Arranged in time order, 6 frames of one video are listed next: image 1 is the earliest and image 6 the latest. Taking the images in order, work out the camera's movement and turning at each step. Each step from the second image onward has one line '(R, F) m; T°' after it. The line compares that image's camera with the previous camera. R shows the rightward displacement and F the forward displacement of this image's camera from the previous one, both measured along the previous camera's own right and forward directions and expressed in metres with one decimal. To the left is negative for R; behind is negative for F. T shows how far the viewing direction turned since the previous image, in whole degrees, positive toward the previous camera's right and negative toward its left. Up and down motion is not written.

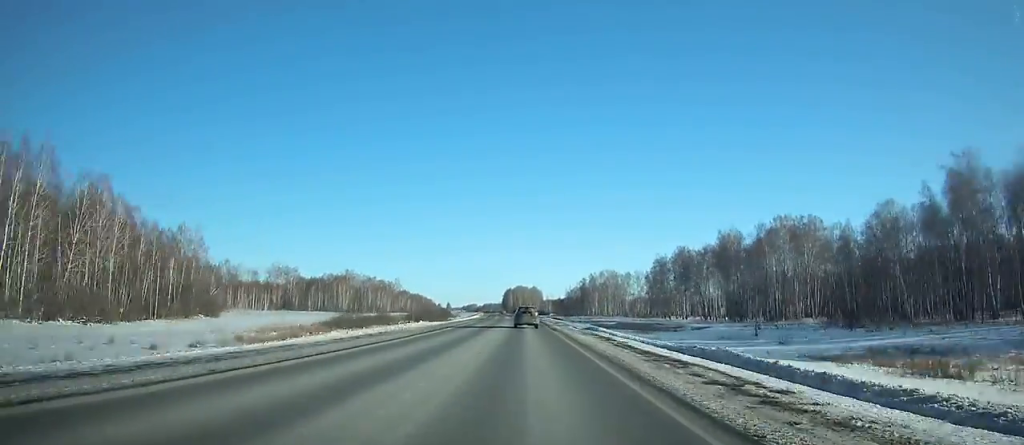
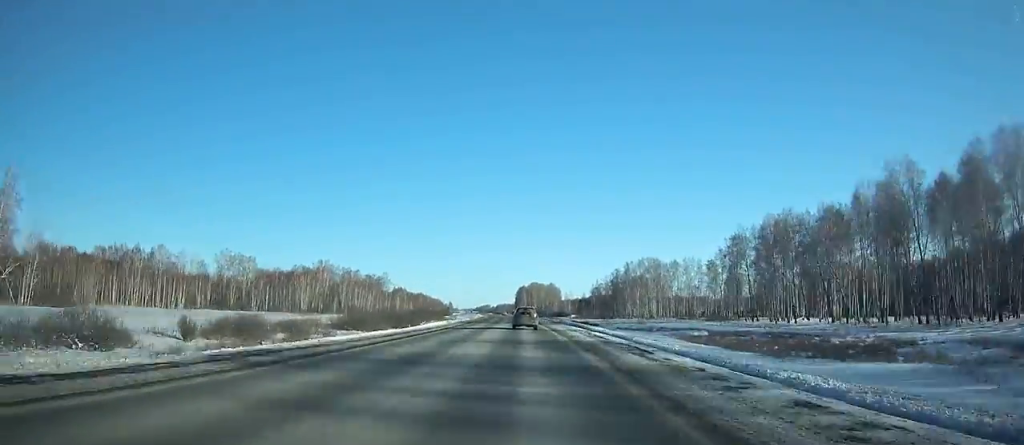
(-0.9, +74.2) m; -1°
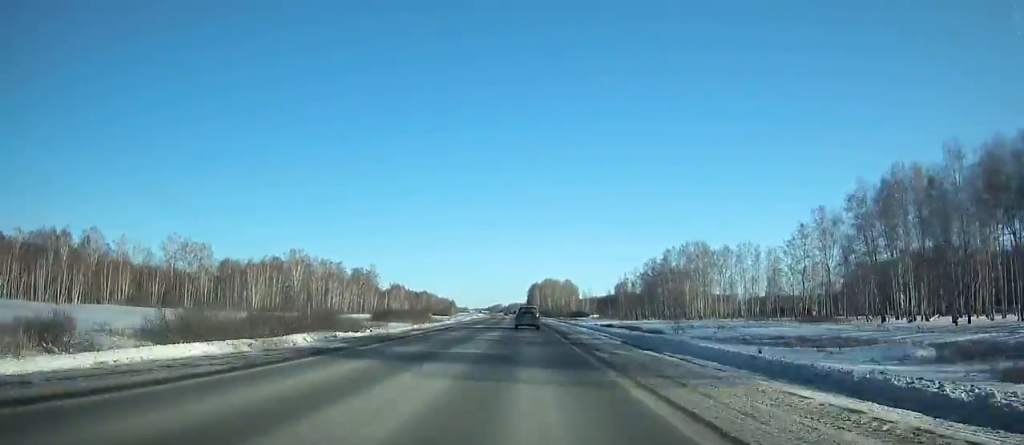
(-0.3, +51.2) m; -1°
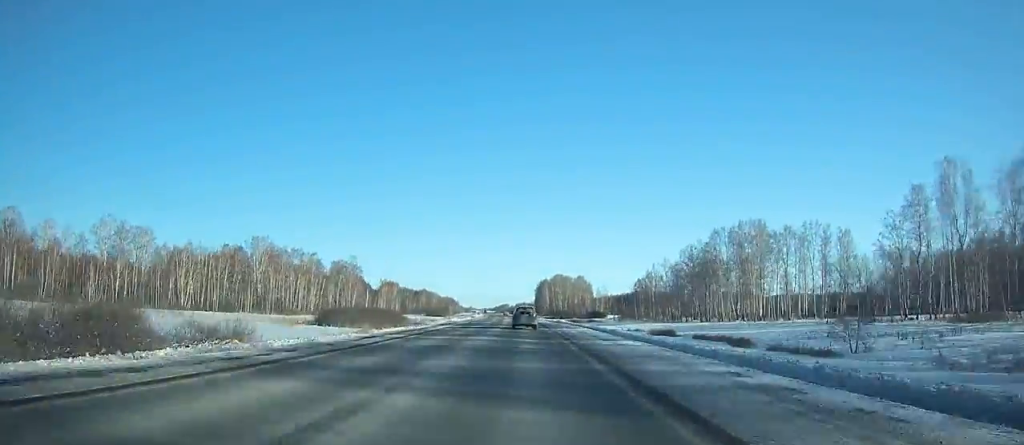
(-0.6, +40.3) m; -1°
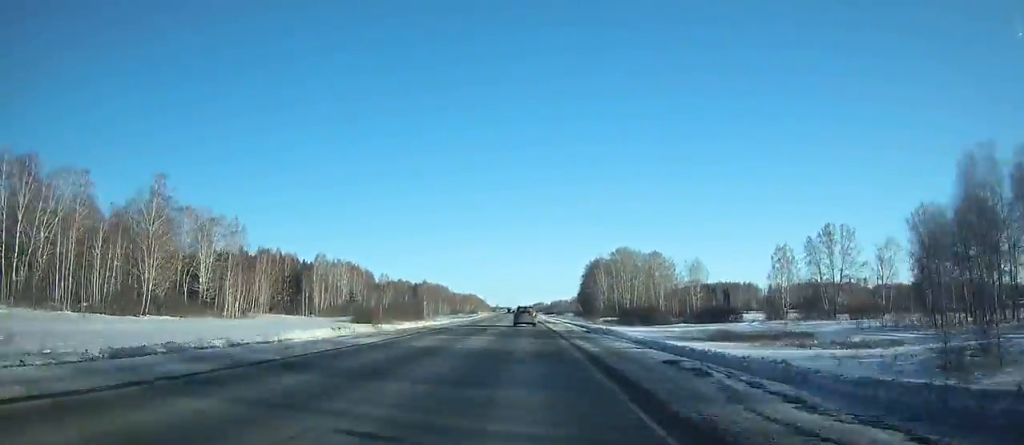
(-4.0, +139.1) m; -3°
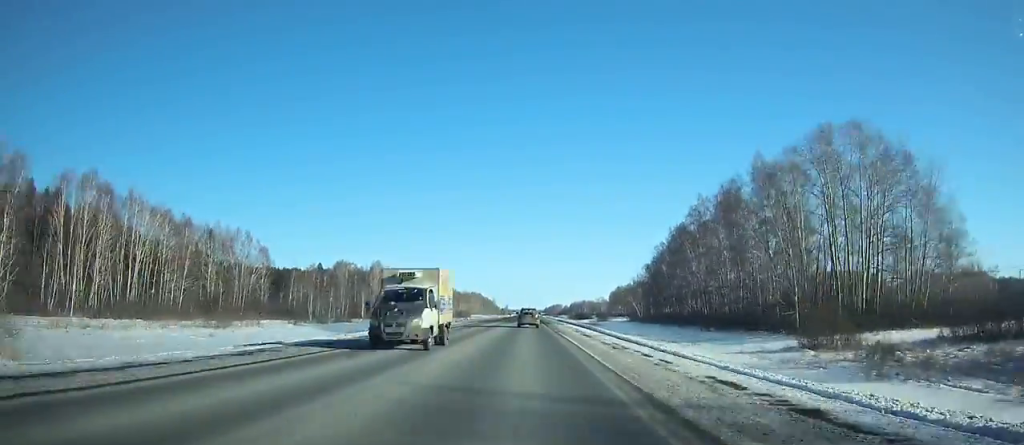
(-3.1, +143.7) m; -2°
